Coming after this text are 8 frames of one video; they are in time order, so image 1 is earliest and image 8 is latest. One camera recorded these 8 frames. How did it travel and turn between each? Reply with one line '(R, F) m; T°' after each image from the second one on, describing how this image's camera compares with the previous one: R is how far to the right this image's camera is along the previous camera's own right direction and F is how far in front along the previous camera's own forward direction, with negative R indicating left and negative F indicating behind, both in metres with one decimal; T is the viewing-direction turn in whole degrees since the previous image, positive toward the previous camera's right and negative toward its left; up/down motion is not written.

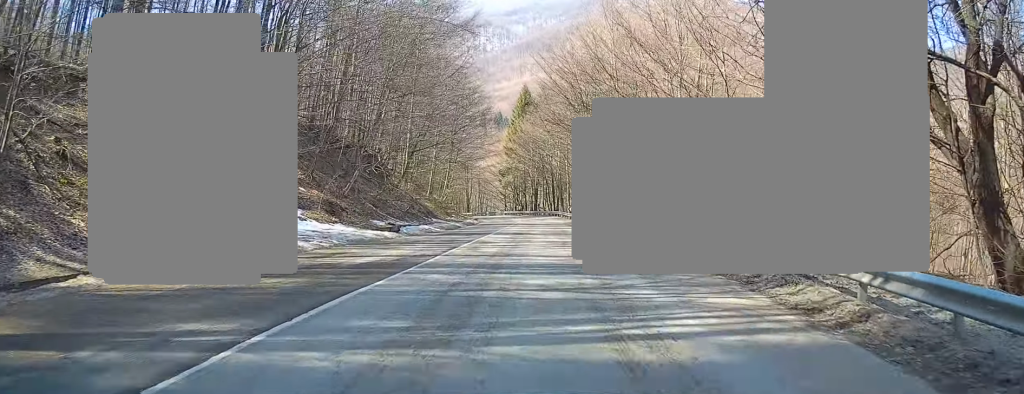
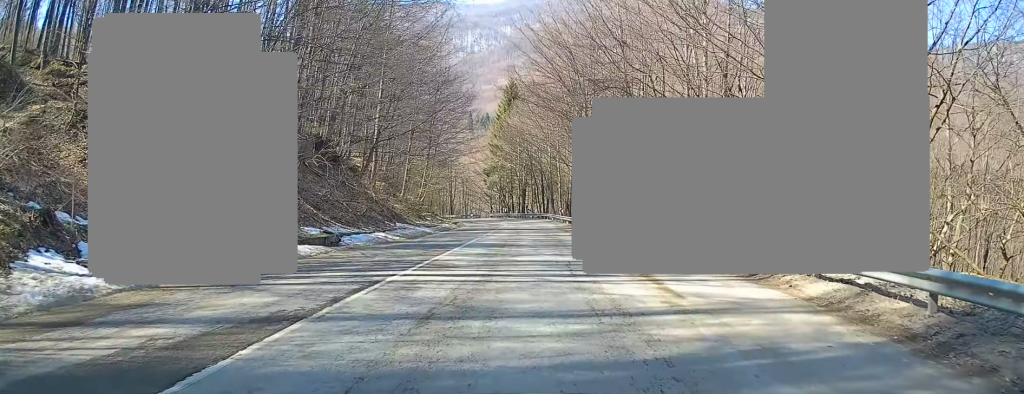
(+0.3, +8.1) m; +2°
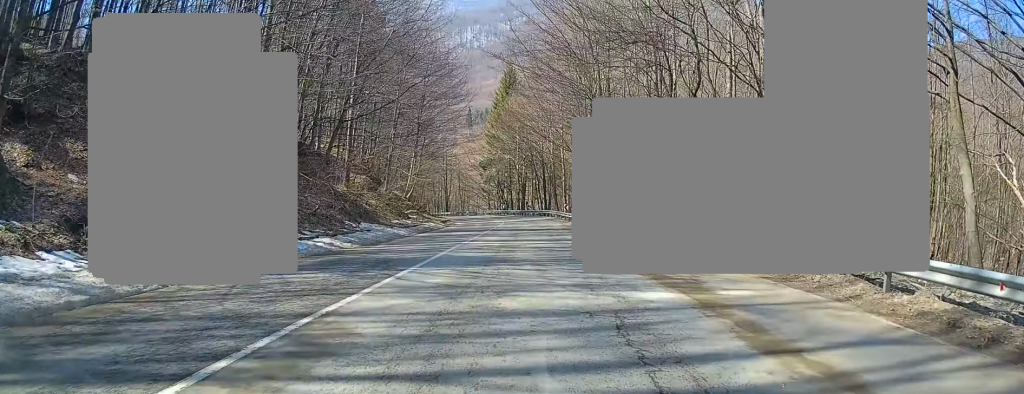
(0.0, +7.6) m; -1°
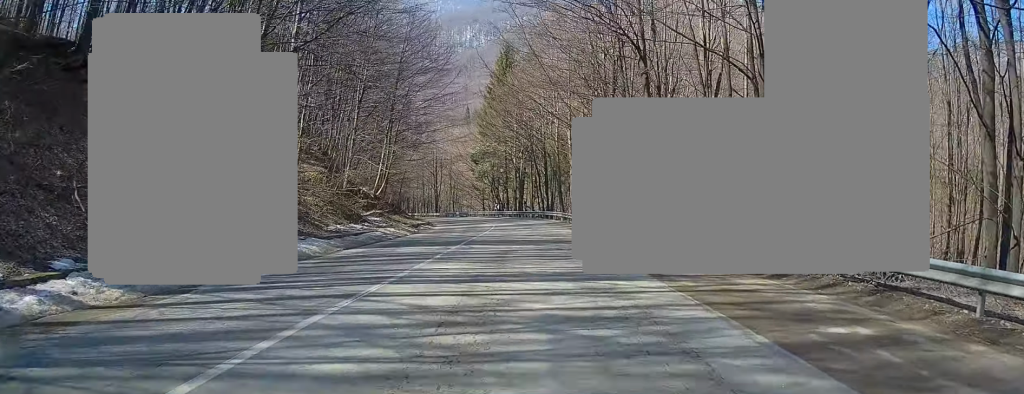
(-0.2, +11.7) m; 0°
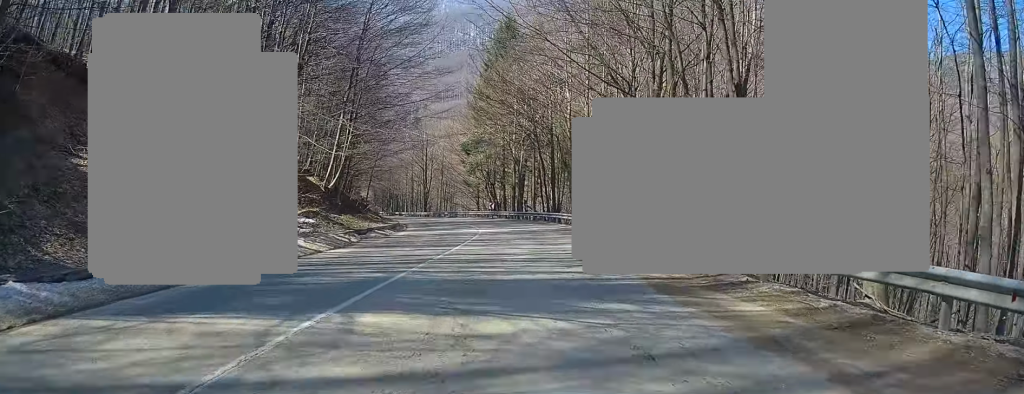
(+0.2, +12.1) m; 0°
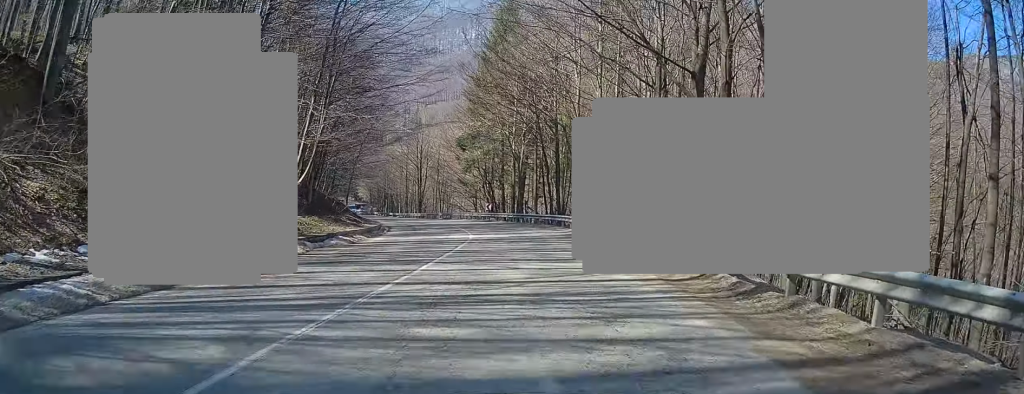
(+0.3, +5.4) m; 0°
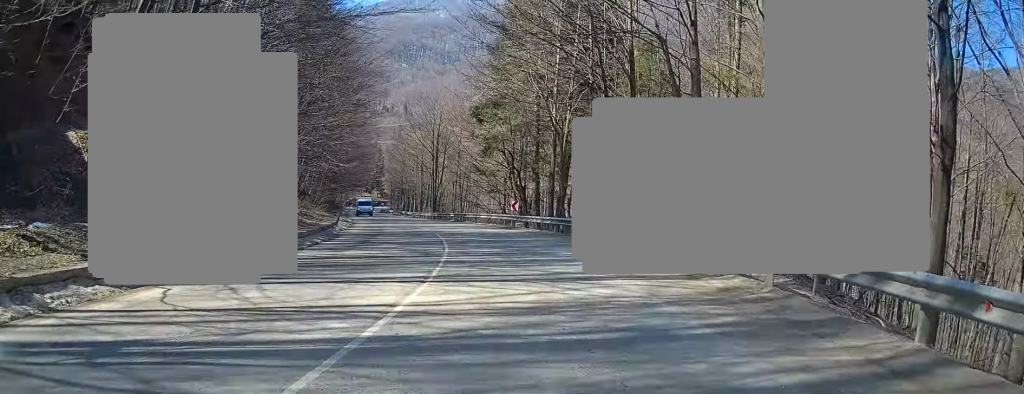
(-1.2, +17.5) m; -5°
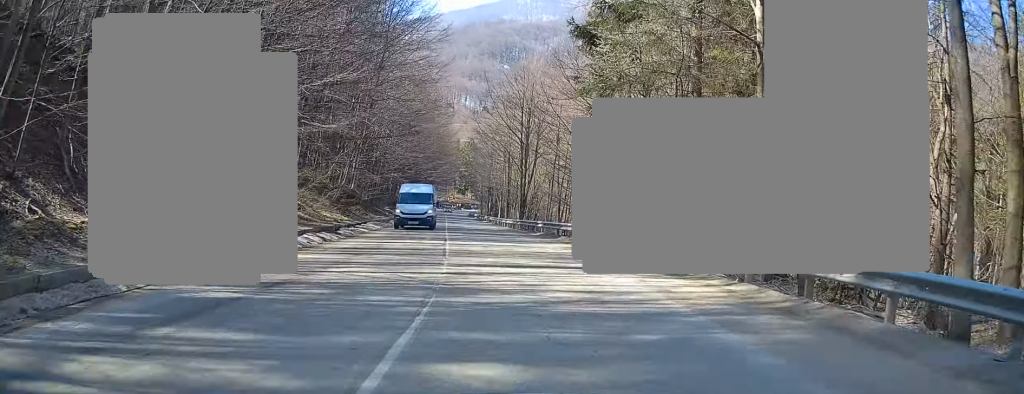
(-0.5, +19.6) m; -4°
